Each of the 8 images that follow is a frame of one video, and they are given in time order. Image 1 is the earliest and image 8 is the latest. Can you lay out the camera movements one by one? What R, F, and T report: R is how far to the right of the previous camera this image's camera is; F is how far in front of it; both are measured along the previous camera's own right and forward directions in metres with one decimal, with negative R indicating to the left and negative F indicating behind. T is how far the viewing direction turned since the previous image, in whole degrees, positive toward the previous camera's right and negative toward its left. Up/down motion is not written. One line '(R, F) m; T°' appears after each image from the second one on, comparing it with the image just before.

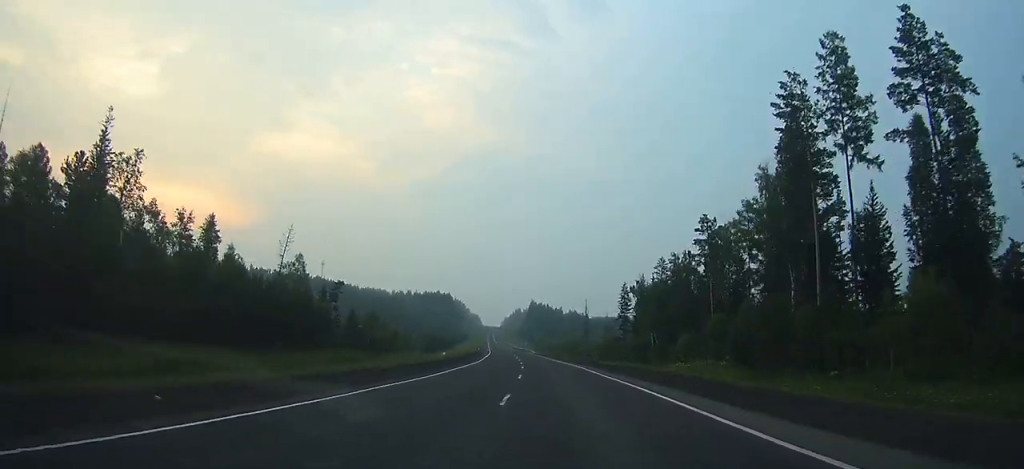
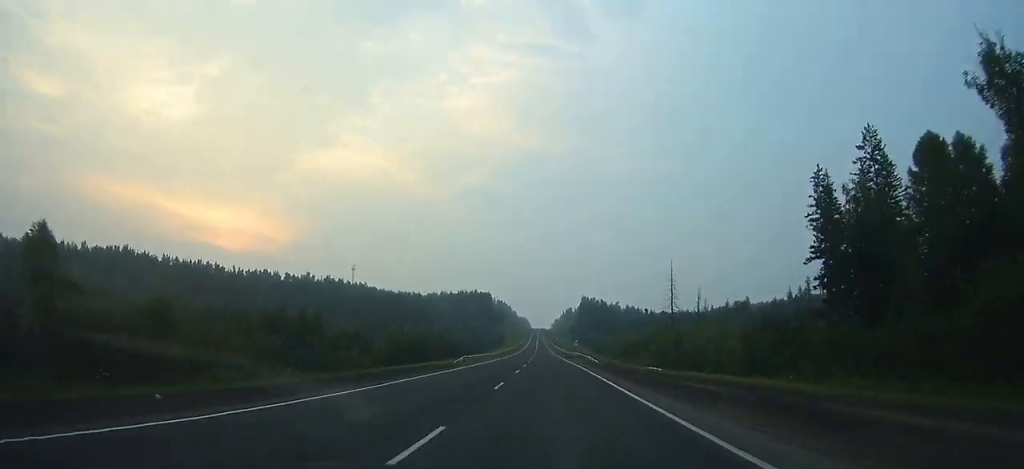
(-3.4, +76.7) m; -4°
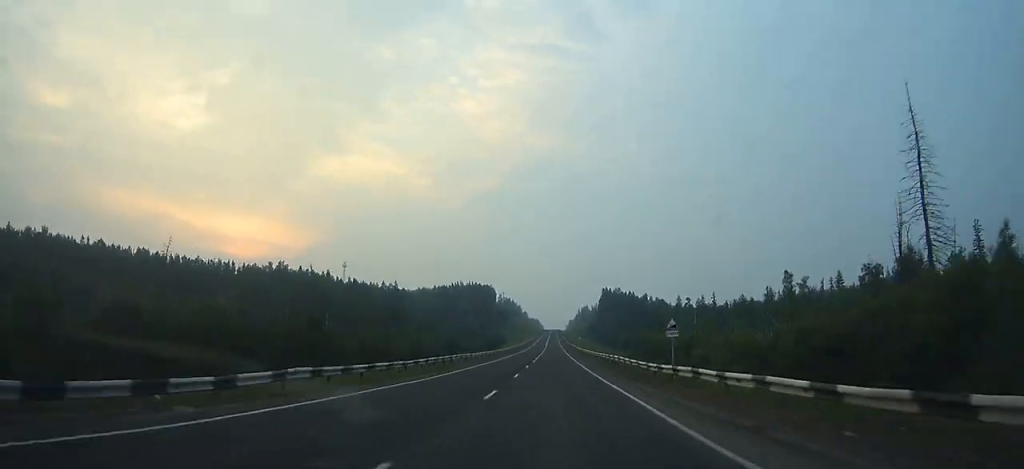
(-2.4, +85.4) m; -2°
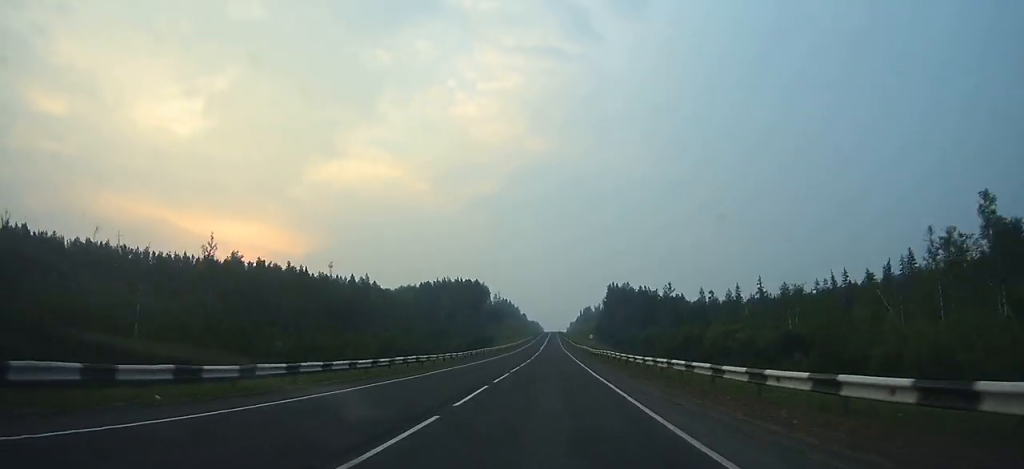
(-0.4, +48.7) m; 0°
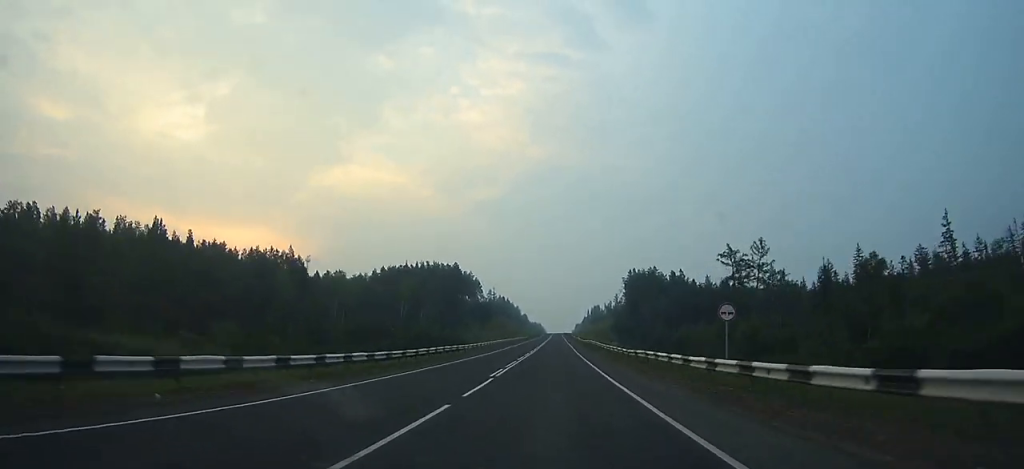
(+0.4, +80.1) m; 0°
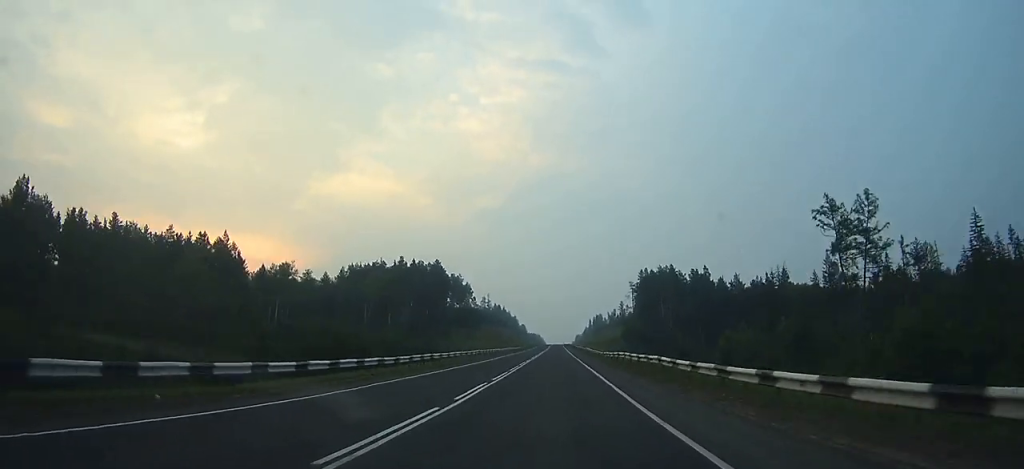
(+0.1, +36.0) m; 0°
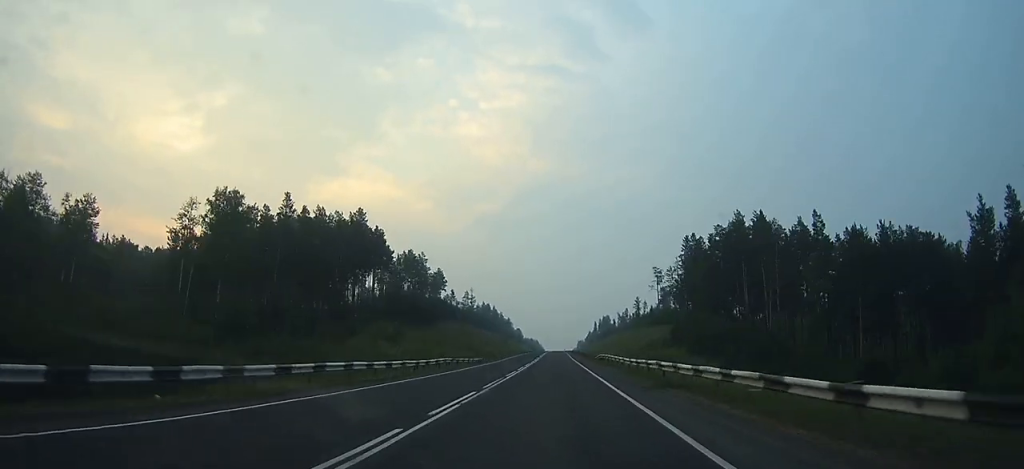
(0.0, +81.0) m; 0°
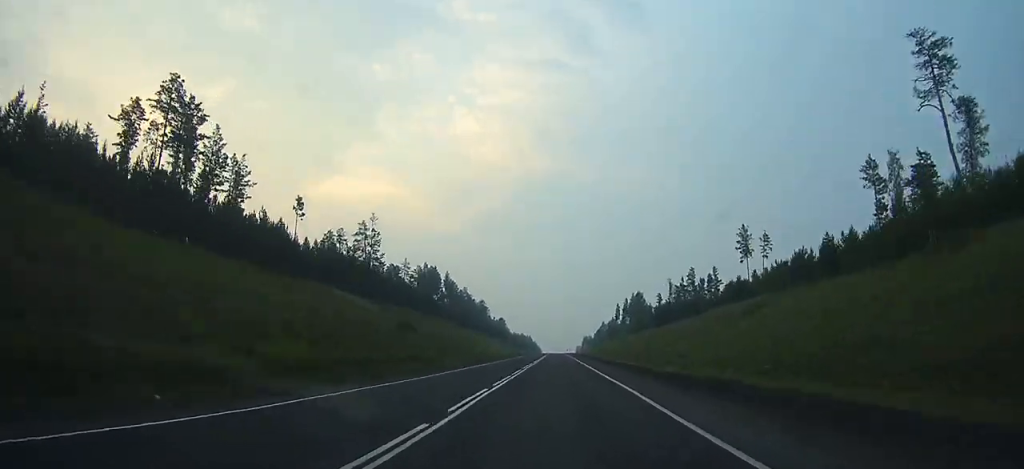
(+0.4, +179.8) m; 0°
